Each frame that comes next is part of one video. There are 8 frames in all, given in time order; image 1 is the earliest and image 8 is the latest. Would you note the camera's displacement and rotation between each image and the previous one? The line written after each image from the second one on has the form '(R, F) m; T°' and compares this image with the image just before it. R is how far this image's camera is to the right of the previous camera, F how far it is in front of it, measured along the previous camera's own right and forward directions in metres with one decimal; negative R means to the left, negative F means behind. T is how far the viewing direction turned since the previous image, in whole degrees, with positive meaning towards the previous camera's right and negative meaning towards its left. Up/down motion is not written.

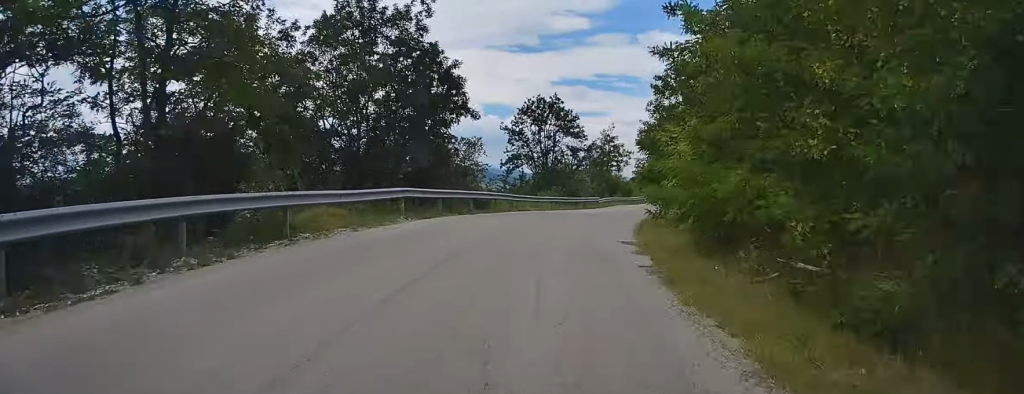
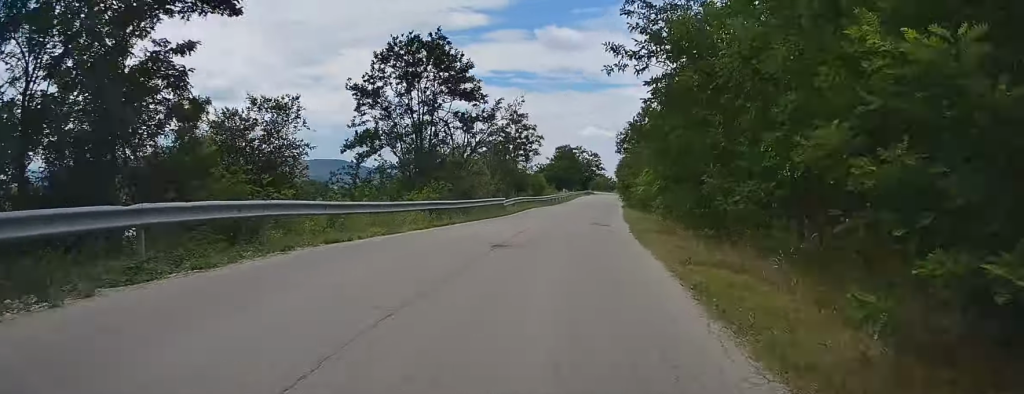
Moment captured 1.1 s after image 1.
(+0.9, +20.3) m; +8°
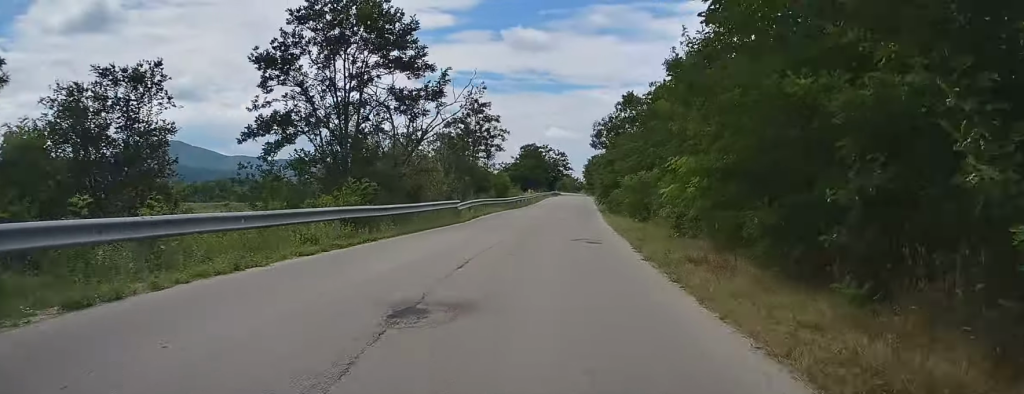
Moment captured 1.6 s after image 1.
(+0.6, +7.6) m; +2°
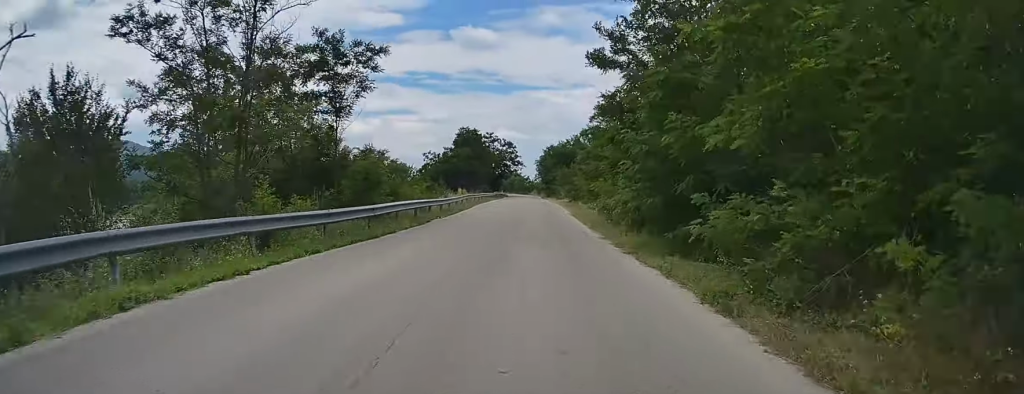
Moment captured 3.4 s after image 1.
(+2.0, +32.8) m; +5°
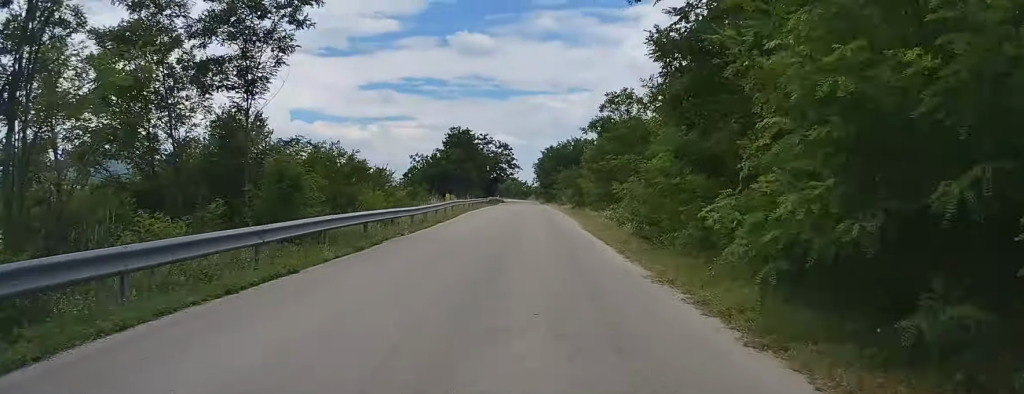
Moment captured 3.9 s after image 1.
(+0.2, +8.2) m; 0°
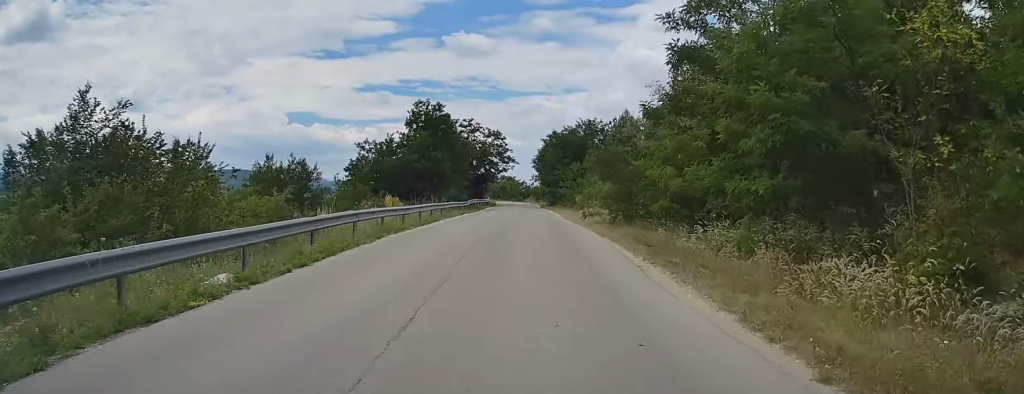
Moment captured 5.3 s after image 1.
(-0.3, +24.0) m; -1°
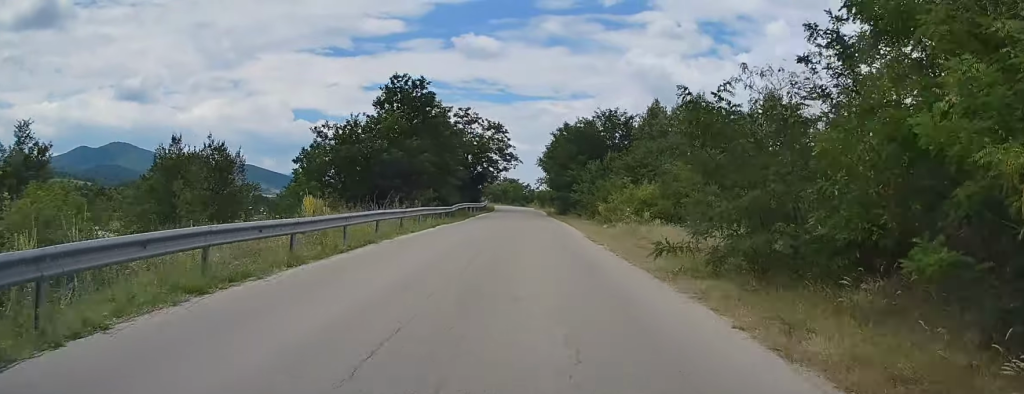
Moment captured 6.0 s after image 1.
(-0.1, +13.4) m; +1°
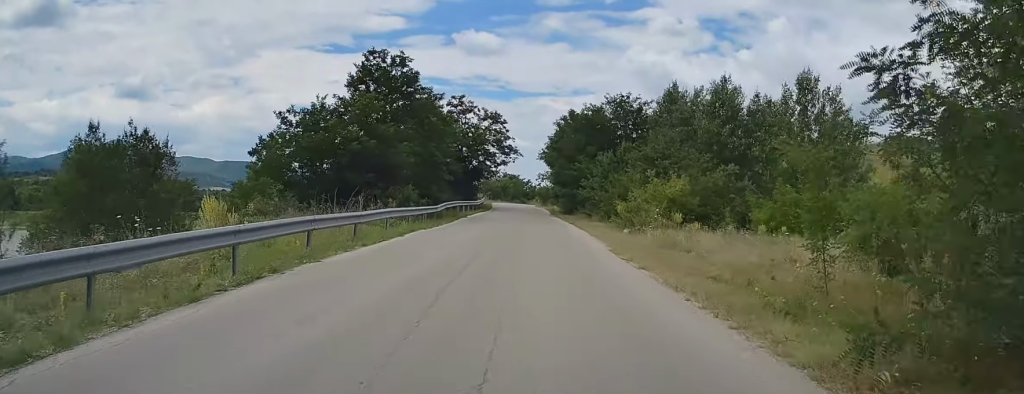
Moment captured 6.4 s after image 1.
(+0.1, +7.1) m; 0°
